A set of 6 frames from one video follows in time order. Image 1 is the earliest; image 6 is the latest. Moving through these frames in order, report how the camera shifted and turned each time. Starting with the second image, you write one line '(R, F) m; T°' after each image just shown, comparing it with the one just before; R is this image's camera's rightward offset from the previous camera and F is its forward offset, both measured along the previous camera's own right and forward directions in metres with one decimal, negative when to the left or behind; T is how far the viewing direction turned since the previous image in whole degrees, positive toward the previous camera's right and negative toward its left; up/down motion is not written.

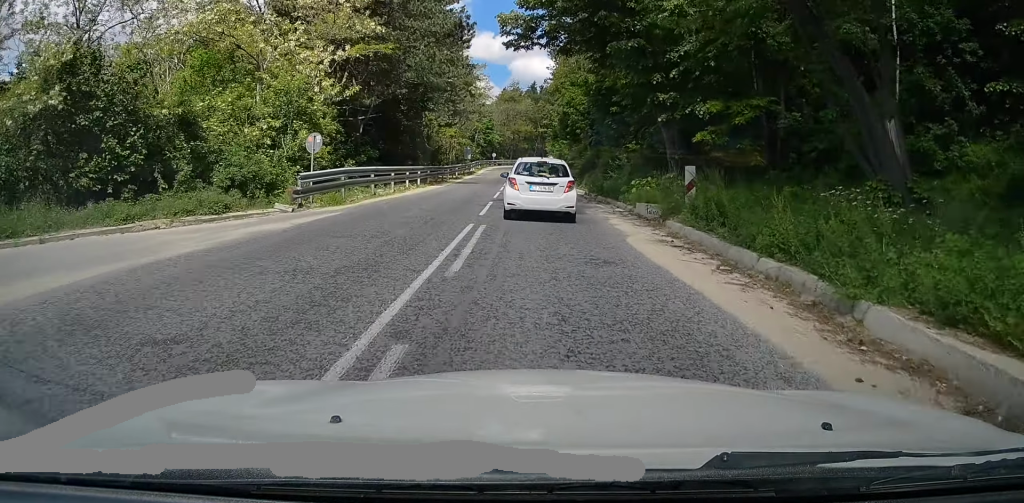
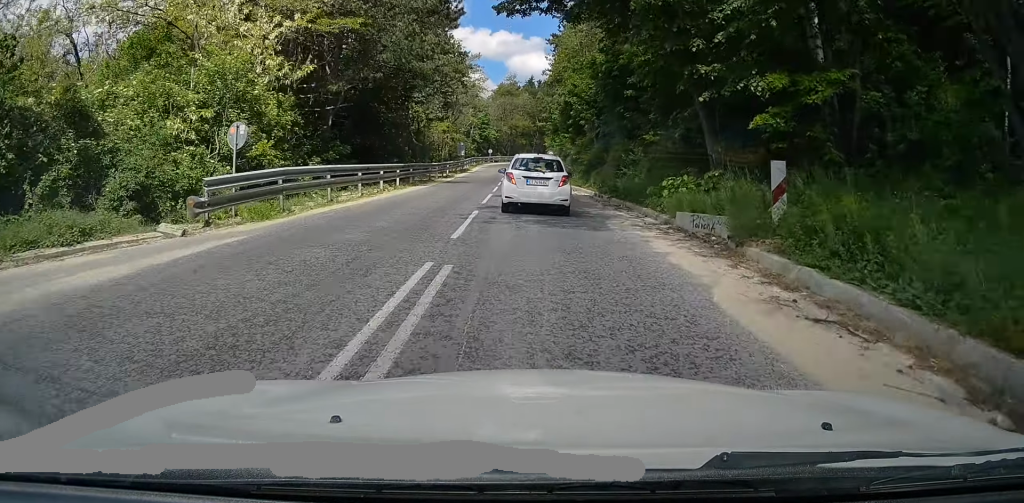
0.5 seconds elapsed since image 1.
(-0.1, +5.8) m; 0°
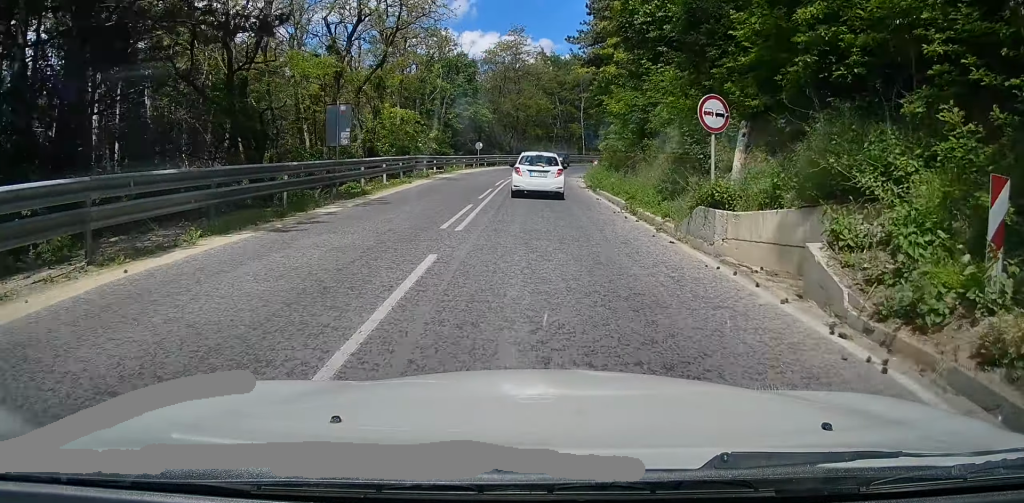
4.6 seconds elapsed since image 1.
(+4.6, +57.0) m; +6°
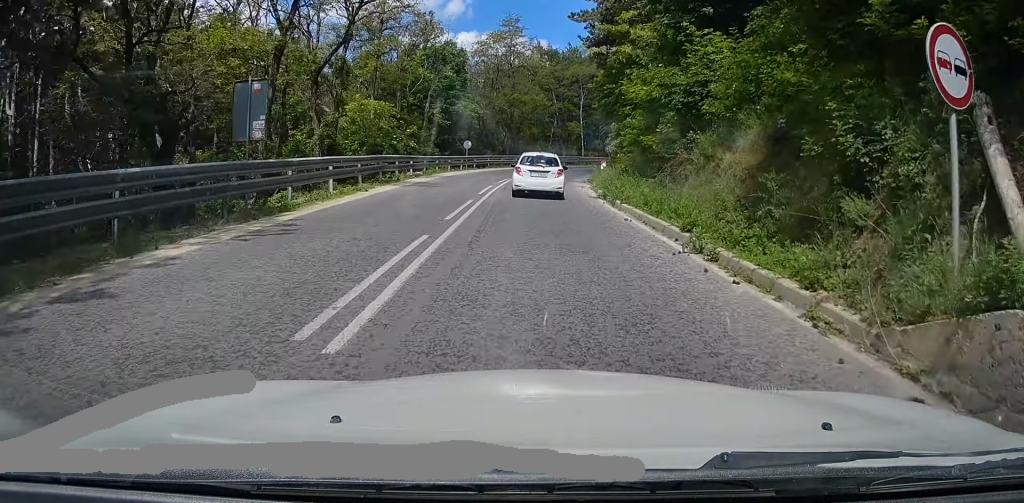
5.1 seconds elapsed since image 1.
(-0.1, +8.0) m; +1°
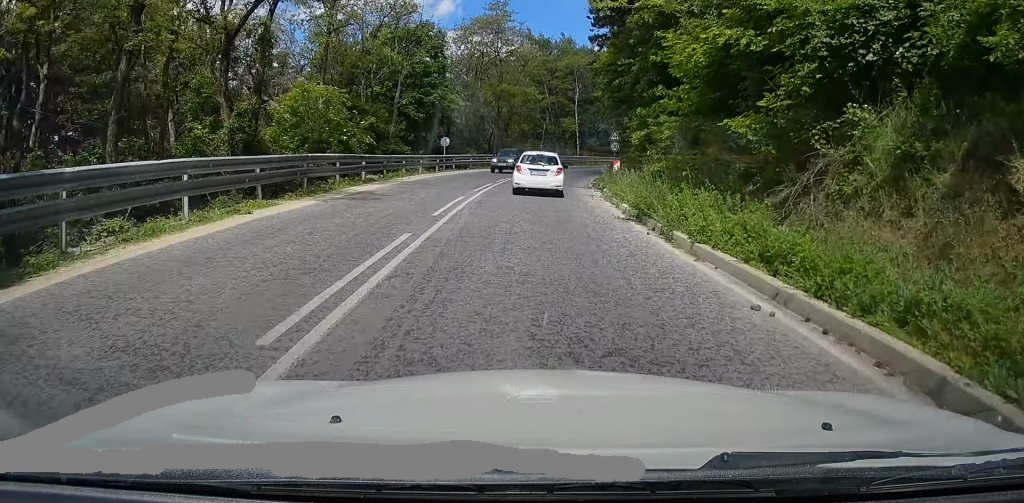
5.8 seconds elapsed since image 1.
(+0.2, +9.9) m; +2°
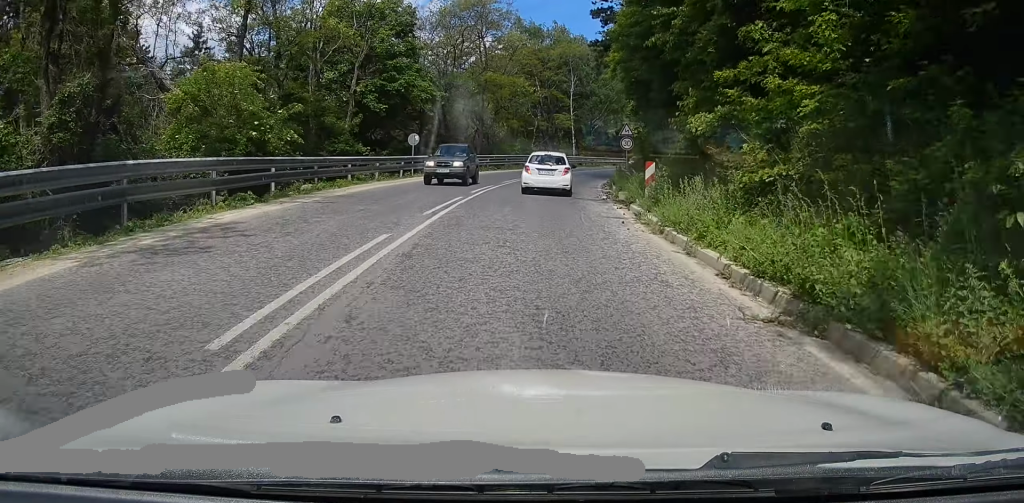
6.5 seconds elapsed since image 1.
(+0.2, +10.3) m; +2°
